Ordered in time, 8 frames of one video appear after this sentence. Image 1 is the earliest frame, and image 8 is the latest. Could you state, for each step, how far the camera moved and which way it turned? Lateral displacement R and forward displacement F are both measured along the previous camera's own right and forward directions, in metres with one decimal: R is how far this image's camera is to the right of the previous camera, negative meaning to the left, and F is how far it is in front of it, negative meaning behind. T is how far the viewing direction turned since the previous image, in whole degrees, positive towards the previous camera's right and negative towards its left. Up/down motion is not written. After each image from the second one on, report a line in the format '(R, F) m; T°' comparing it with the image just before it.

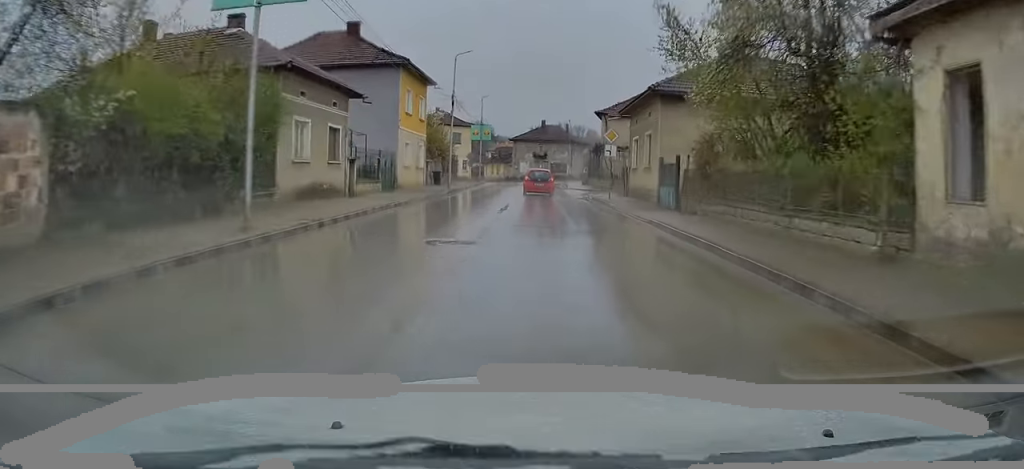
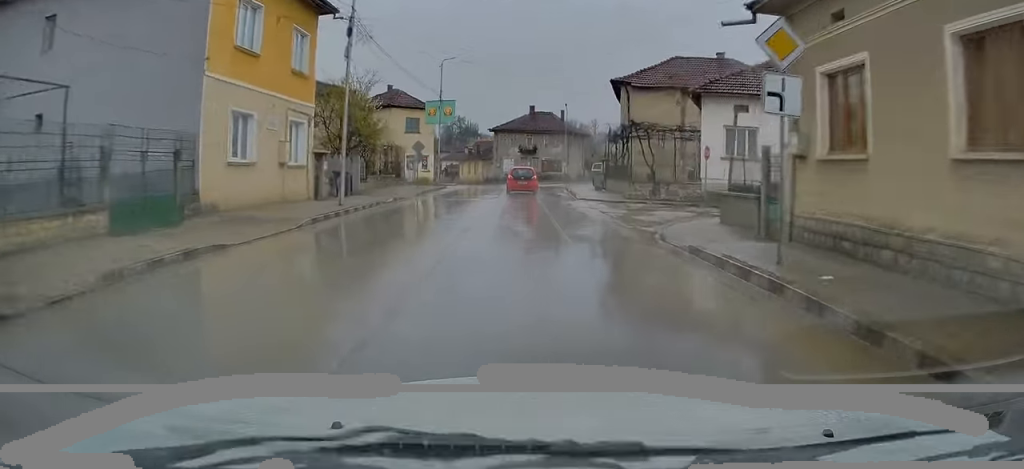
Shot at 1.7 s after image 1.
(+0.4, +21.4) m; +2°
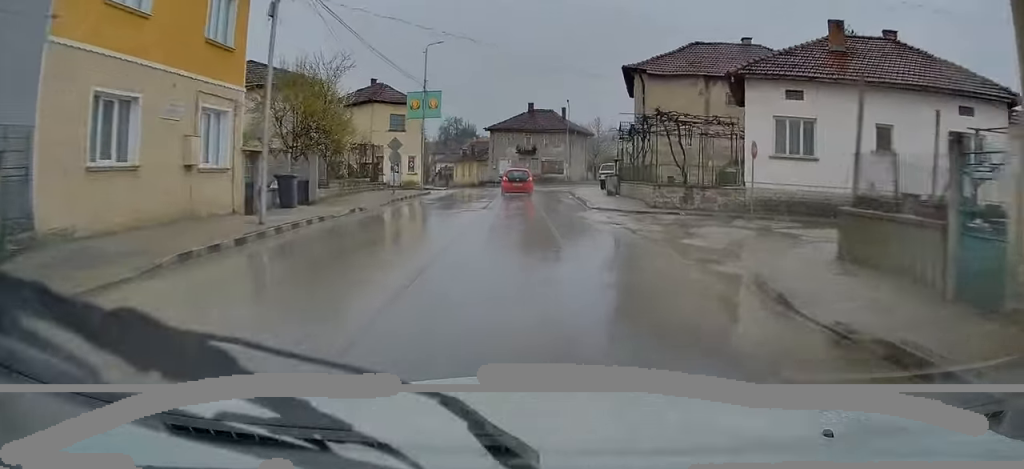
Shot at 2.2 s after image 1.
(-0.1, +6.1) m; 0°
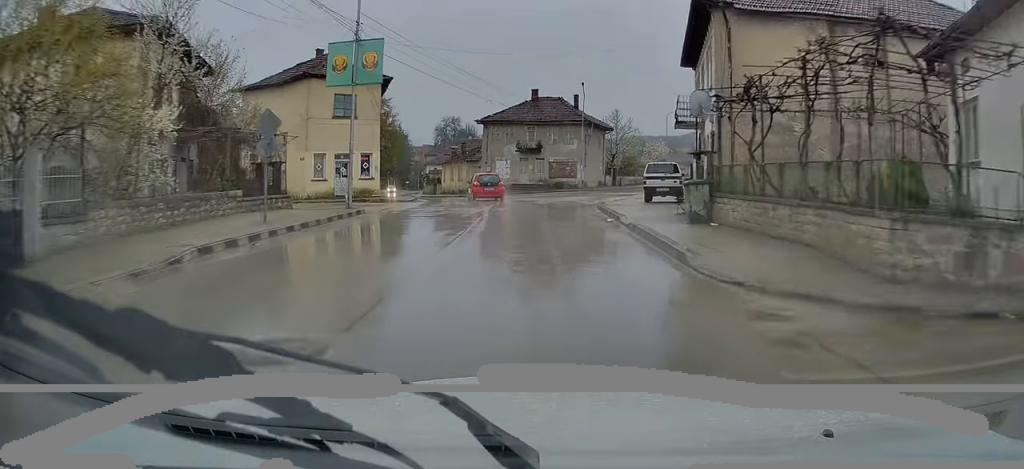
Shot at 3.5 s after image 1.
(-0.1, +15.6) m; 0°
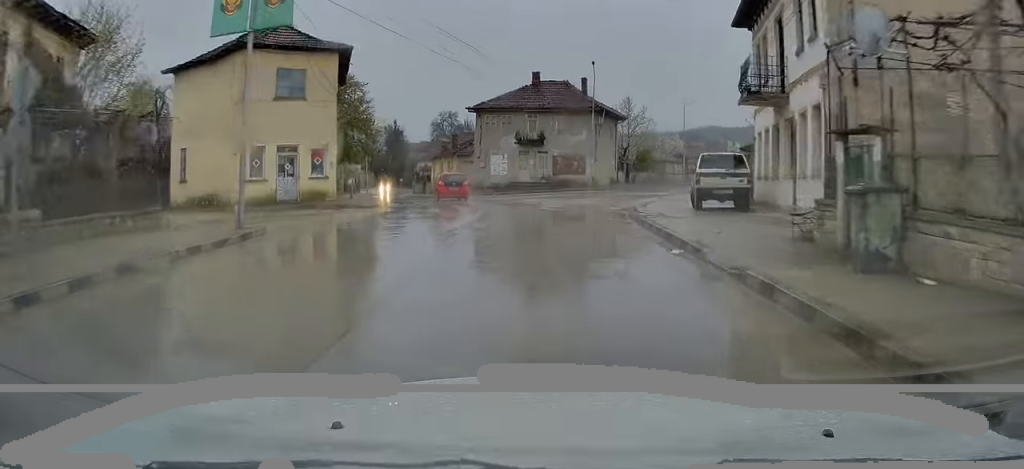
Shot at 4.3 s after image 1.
(+0.1, +8.5) m; 0°
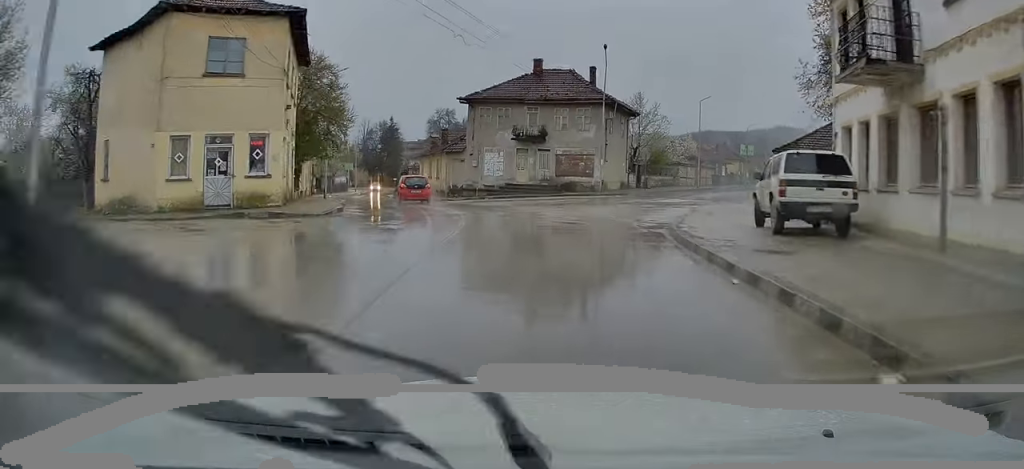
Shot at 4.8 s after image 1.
(0.0, +6.4) m; -1°
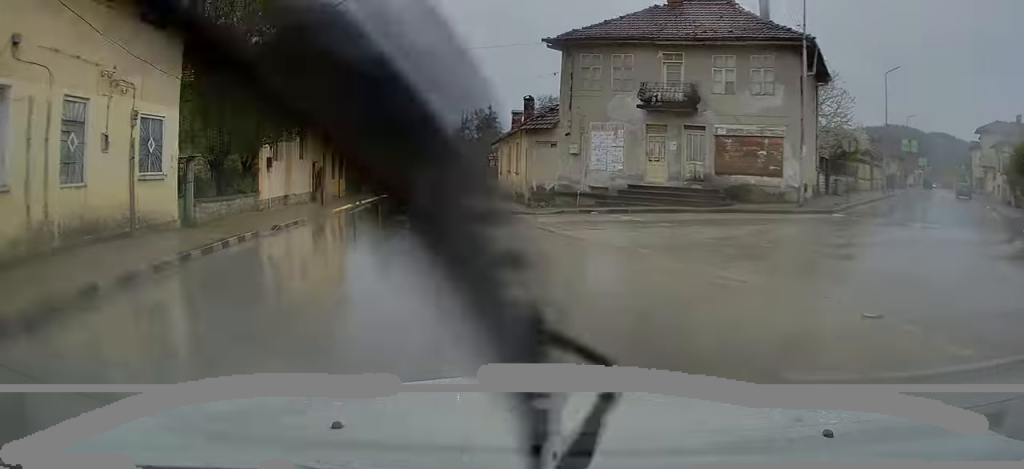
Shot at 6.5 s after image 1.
(-0.7, +18.1) m; -8°
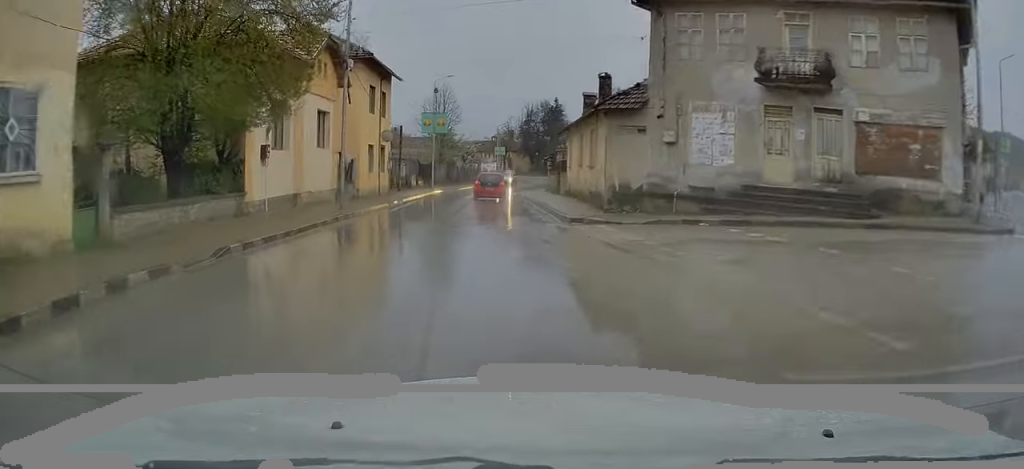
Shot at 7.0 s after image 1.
(-0.4, +6.2) m; -4°
